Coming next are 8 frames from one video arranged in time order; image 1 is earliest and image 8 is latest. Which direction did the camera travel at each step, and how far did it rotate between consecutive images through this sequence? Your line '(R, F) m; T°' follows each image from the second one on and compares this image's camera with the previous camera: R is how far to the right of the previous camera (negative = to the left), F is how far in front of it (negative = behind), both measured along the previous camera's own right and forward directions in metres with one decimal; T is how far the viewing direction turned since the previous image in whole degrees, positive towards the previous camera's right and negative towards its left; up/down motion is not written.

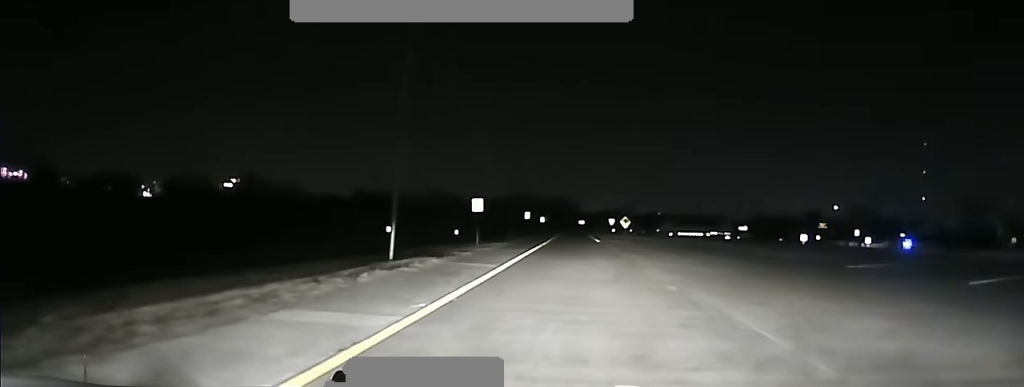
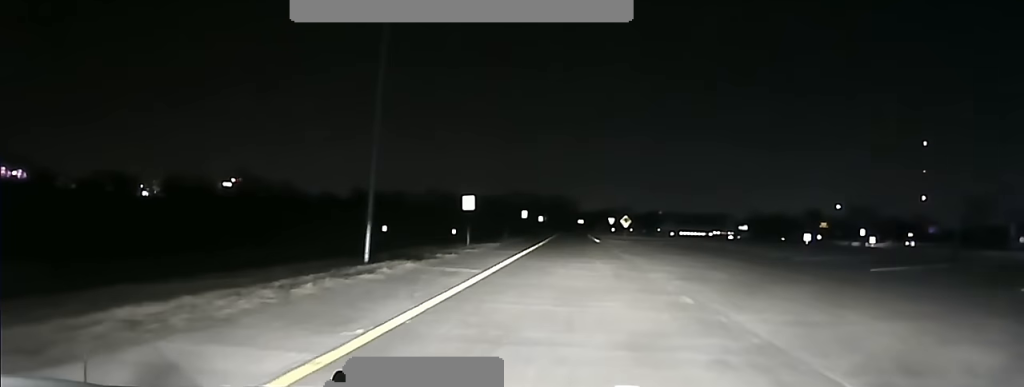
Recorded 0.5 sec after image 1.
(+0.1, +3.4) m; +1°
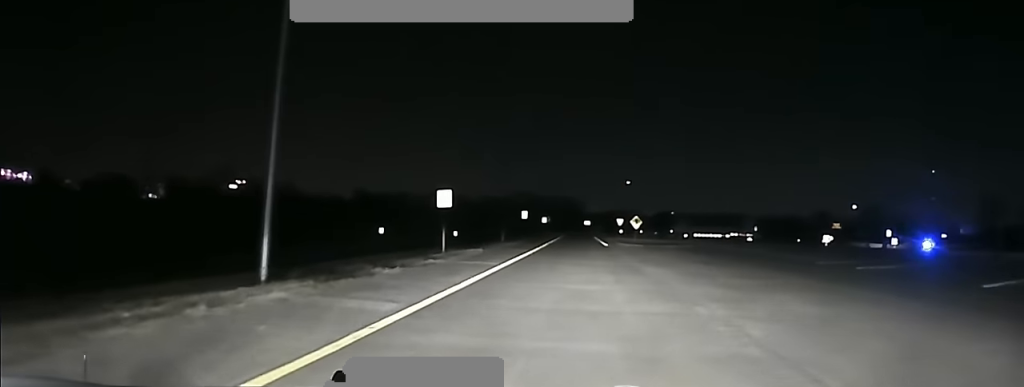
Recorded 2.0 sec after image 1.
(0.0, +10.1) m; +1°
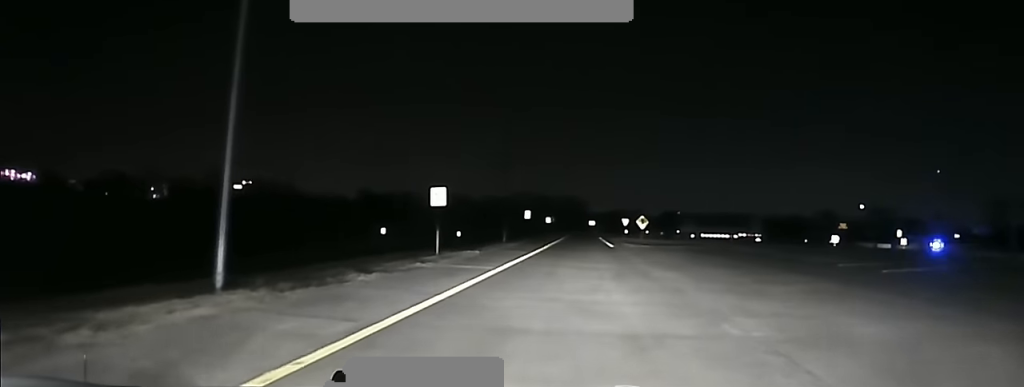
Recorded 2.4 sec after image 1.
(0.0, +2.7) m; +1°
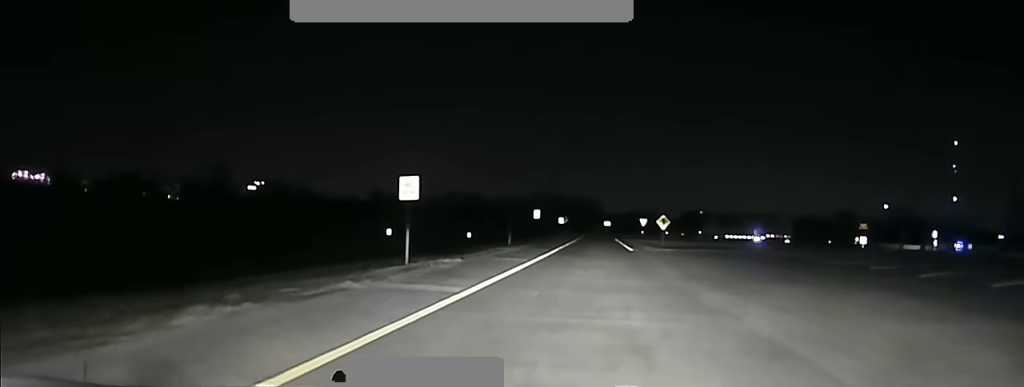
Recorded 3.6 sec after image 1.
(+0.1, +8.7) m; -2°
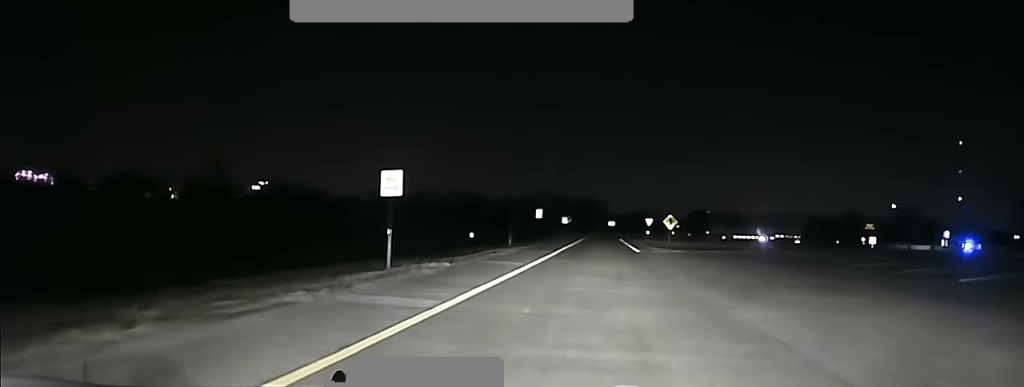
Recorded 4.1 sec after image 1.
(-0.1, +3.2) m; -1°
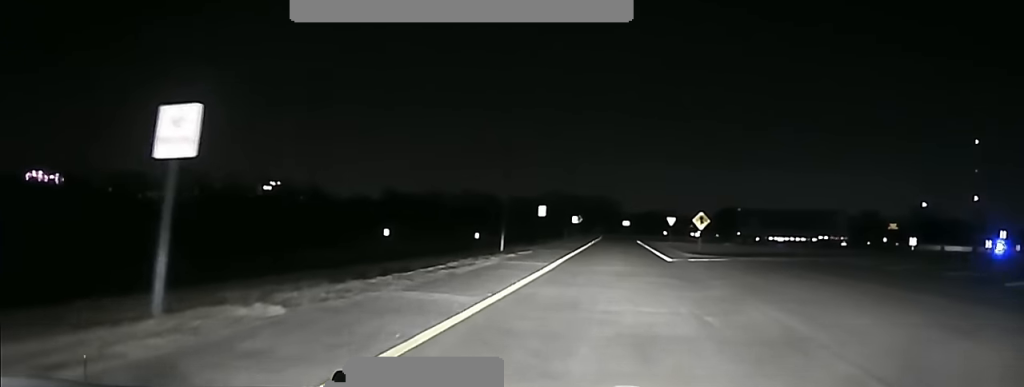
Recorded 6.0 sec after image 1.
(-0.4, +14.3) m; -1°
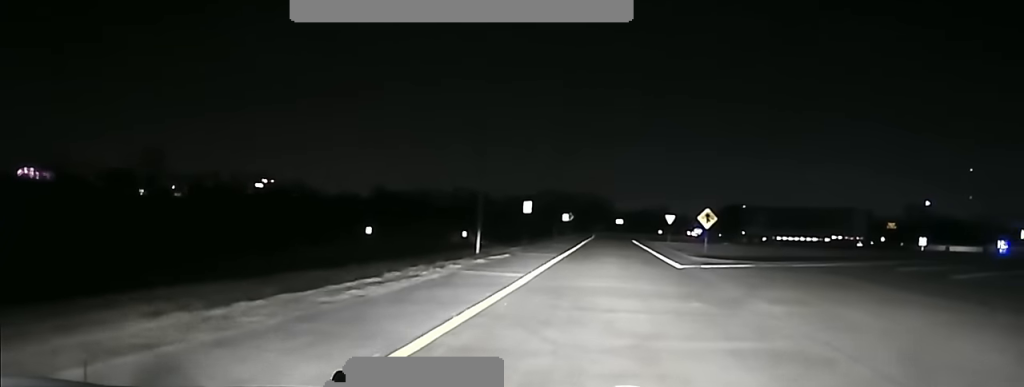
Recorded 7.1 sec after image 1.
(+0.1, +7.7) m; 0°
